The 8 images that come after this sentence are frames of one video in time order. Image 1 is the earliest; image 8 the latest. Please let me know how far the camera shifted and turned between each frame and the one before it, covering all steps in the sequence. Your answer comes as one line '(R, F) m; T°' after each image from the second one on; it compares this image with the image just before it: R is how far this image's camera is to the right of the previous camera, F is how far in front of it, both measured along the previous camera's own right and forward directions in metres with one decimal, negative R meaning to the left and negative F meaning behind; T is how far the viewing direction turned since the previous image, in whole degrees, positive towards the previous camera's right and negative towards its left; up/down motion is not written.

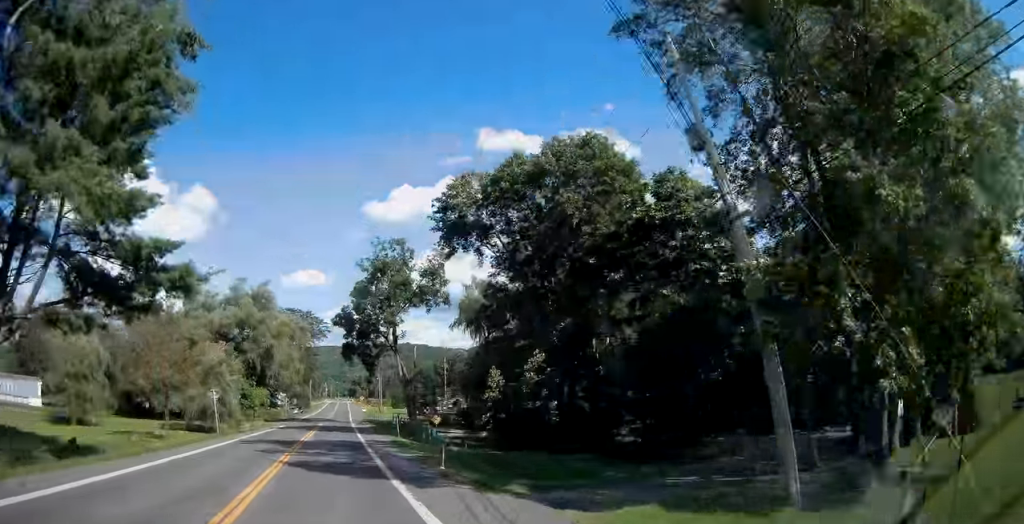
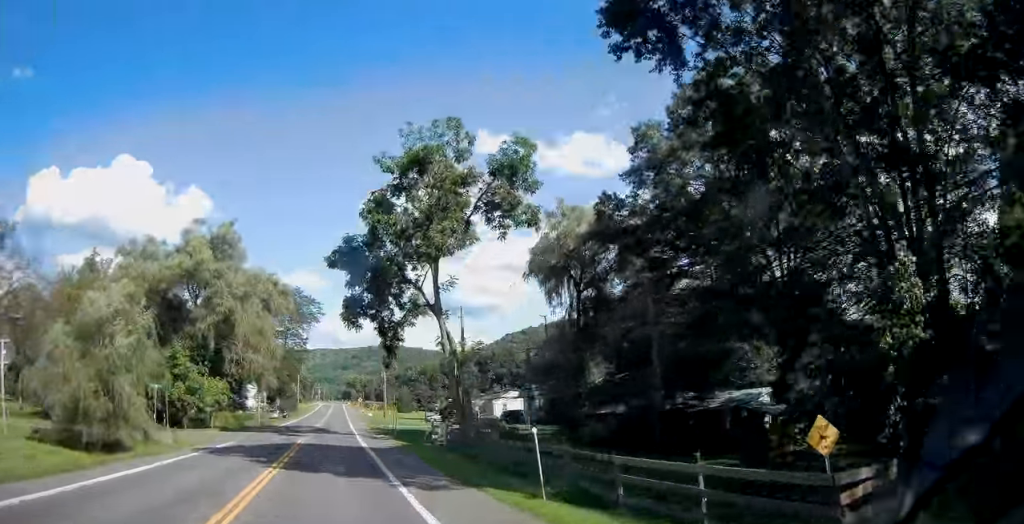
(+0.7, +27.3) m; +2°
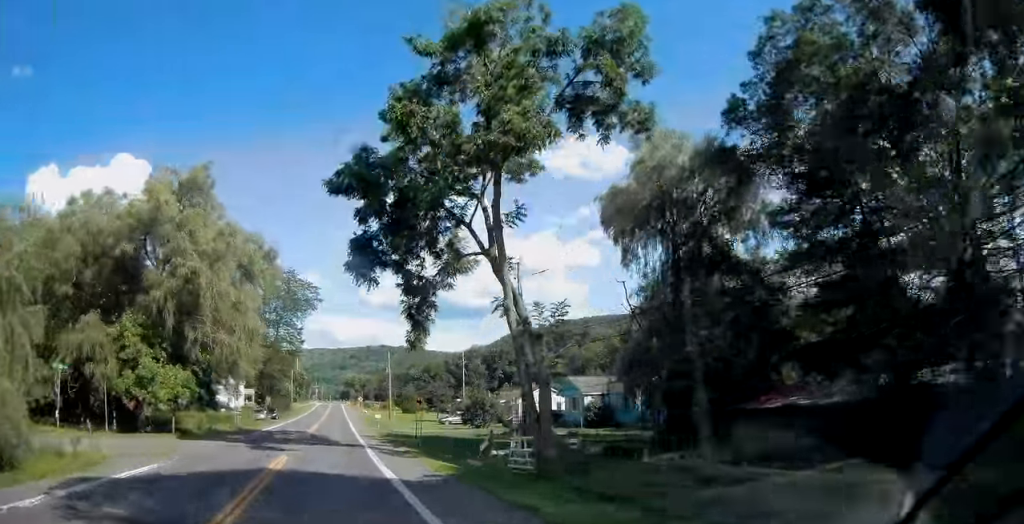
(0.0, +13.2) m; 0°
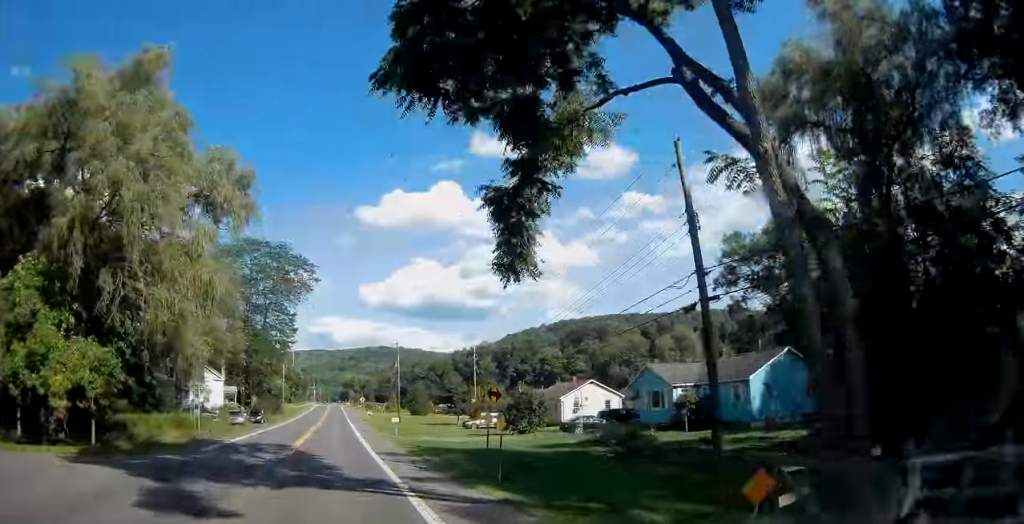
(+0.1, +15.0) m; +1°
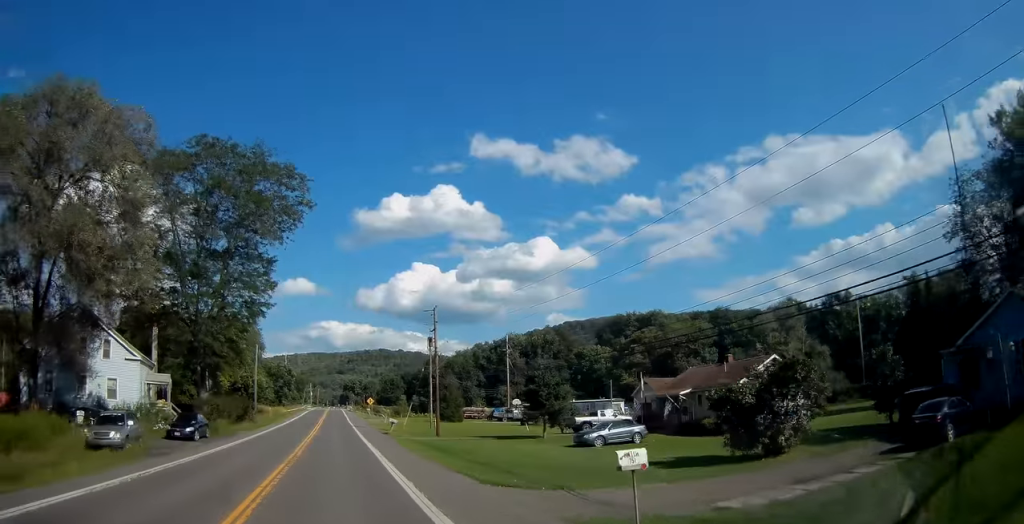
(+0.3, +29.9) m; +1°
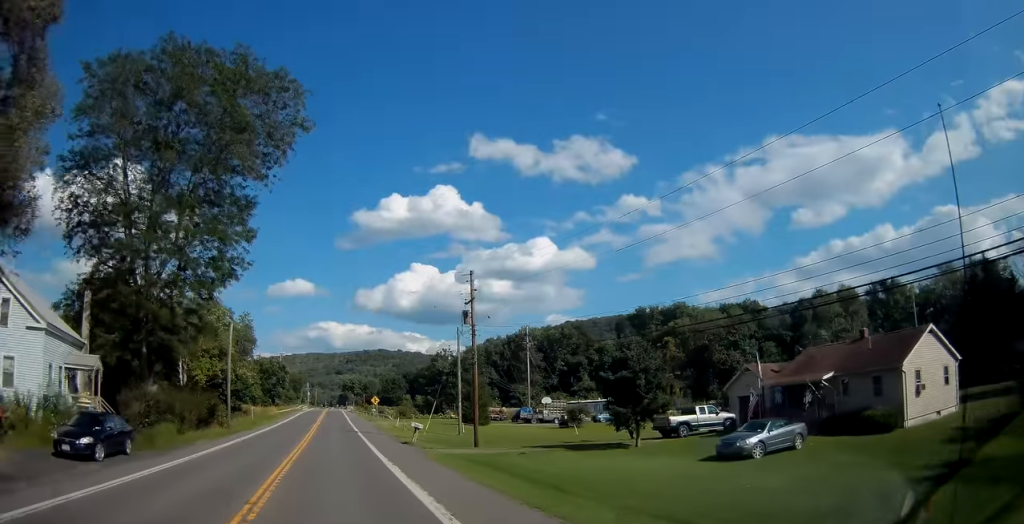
(0.0, +14.0) m; +1°
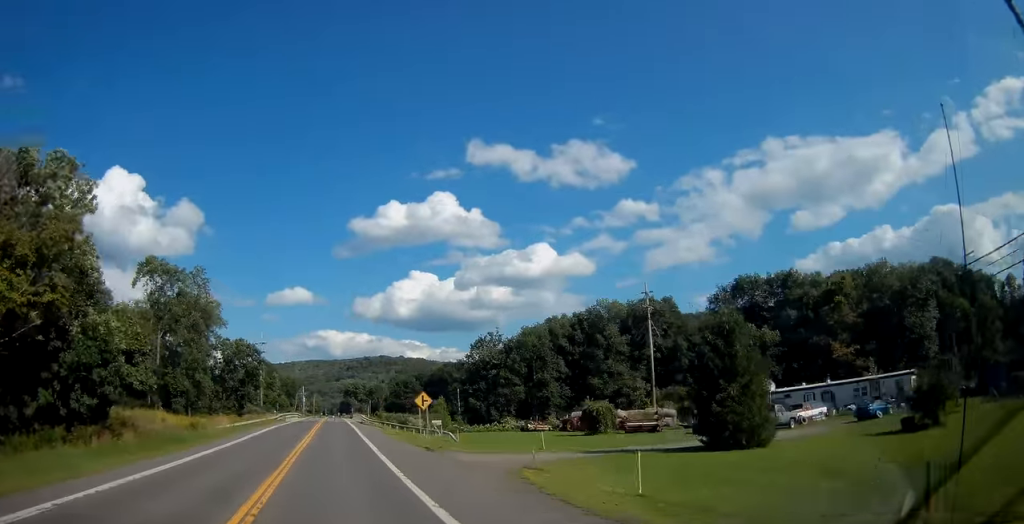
(+0.1, +45.4) m; 0°
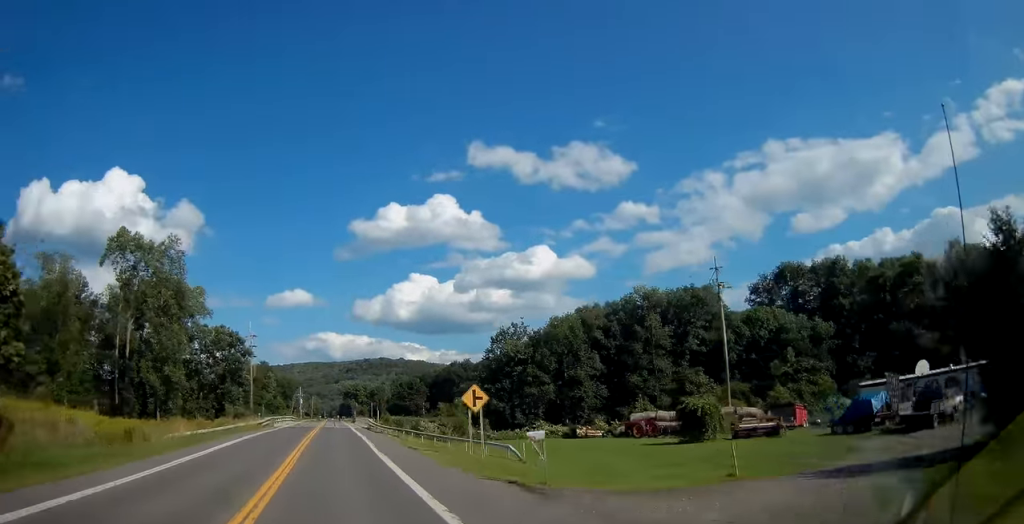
(0.0, +14.6) m; 0°
